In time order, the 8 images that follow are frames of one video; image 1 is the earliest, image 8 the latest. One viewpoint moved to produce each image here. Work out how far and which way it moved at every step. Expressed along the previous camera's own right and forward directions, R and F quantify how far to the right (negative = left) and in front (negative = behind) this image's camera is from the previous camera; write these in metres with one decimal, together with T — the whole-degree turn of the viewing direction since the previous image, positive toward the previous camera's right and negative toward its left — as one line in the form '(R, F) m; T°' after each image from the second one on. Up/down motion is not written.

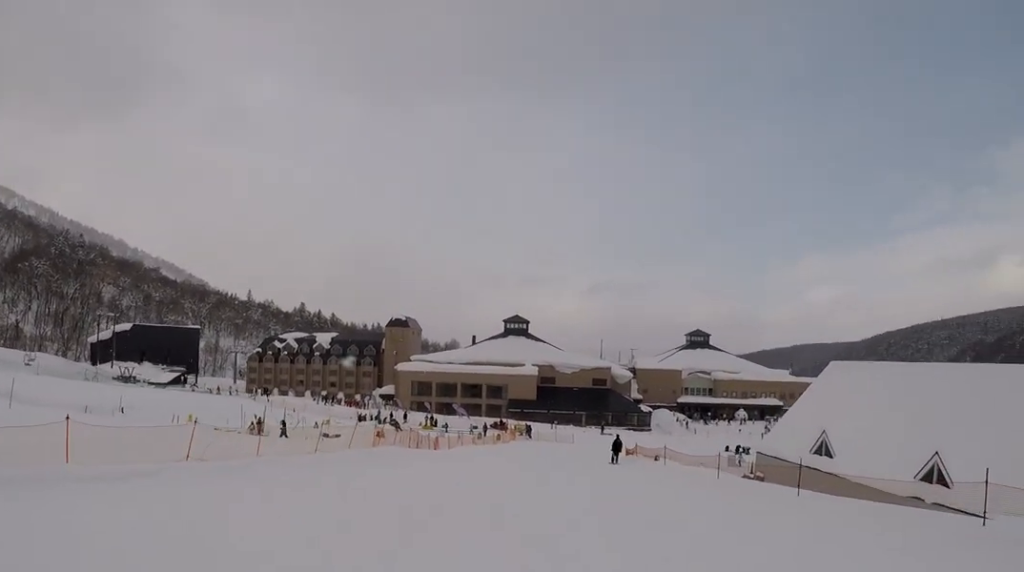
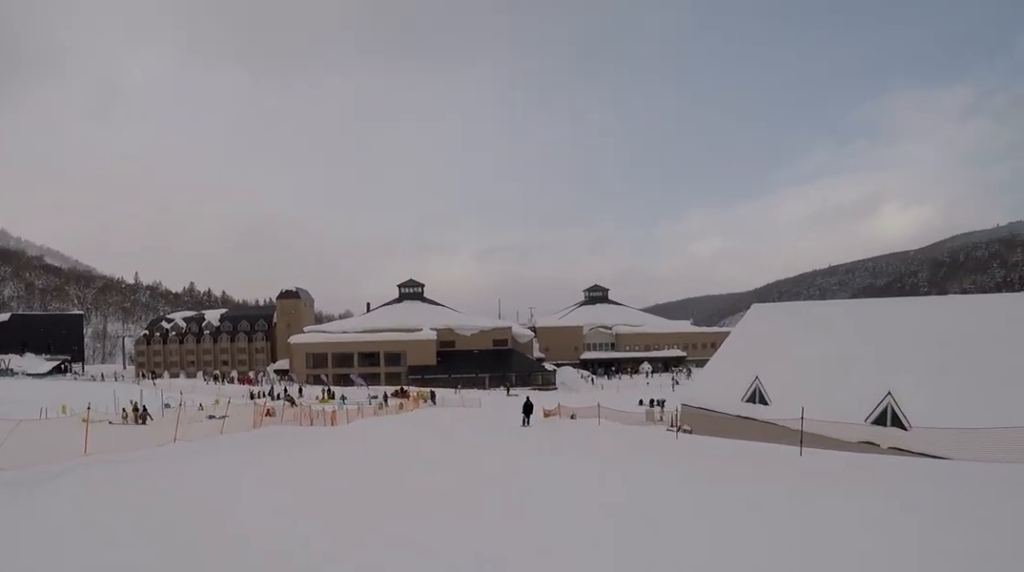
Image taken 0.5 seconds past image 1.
(0.0, +4.8) m; +1°
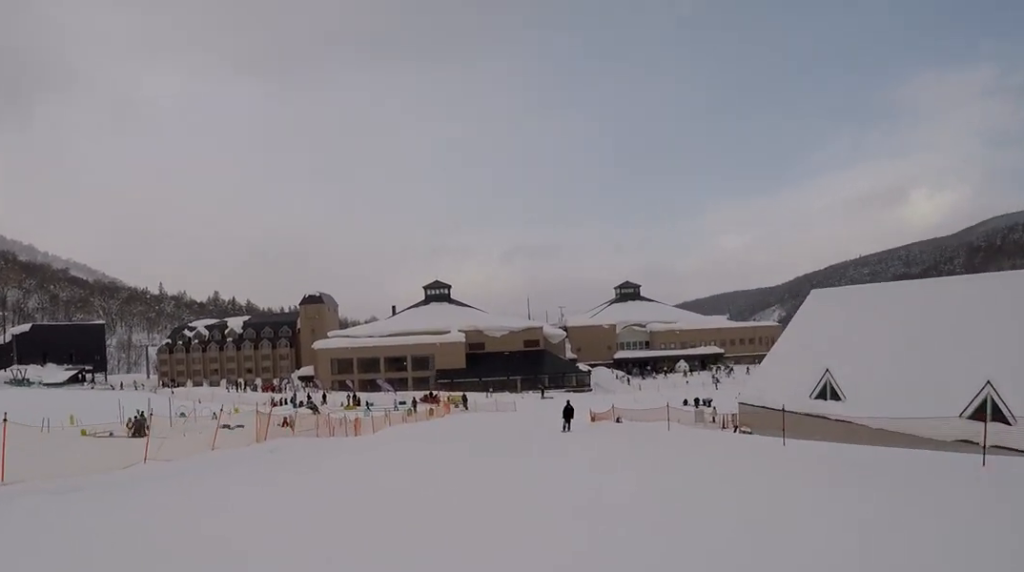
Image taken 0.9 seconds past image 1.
(-0.1, +4.1) m; +2°
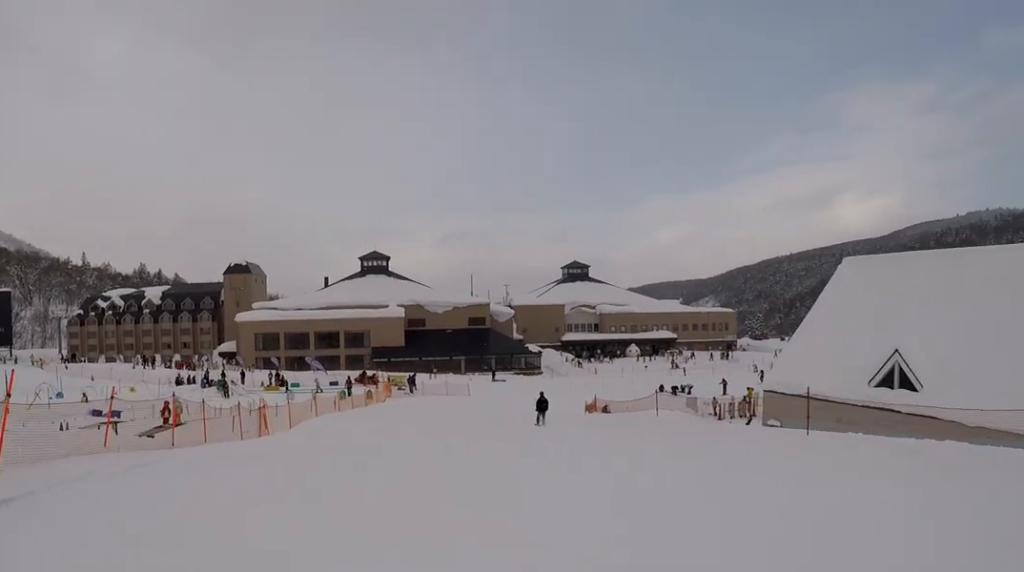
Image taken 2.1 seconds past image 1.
(+0.7, +11.0) m; +8°
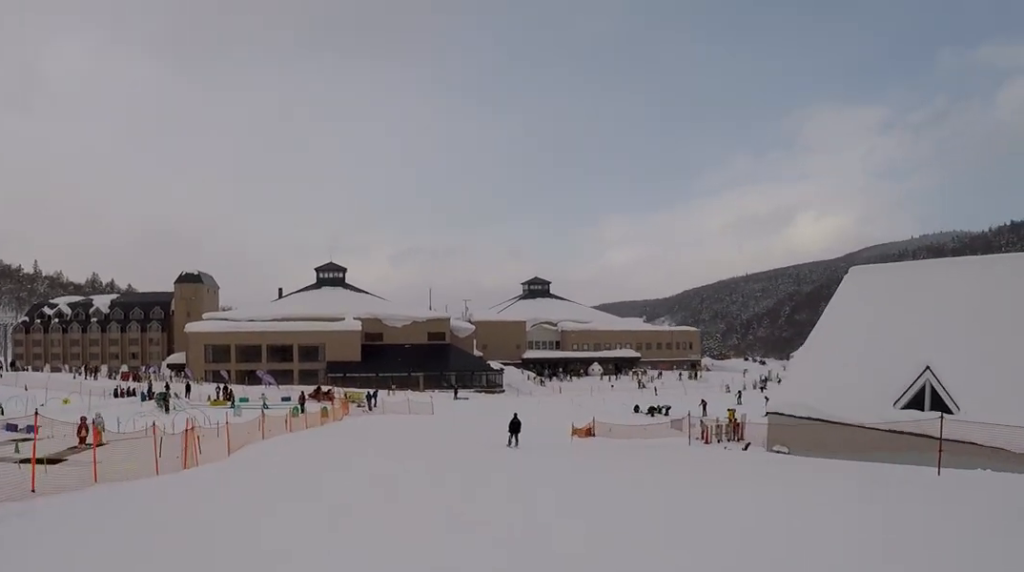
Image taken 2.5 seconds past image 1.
(+0.2, +4.2) m; +3°
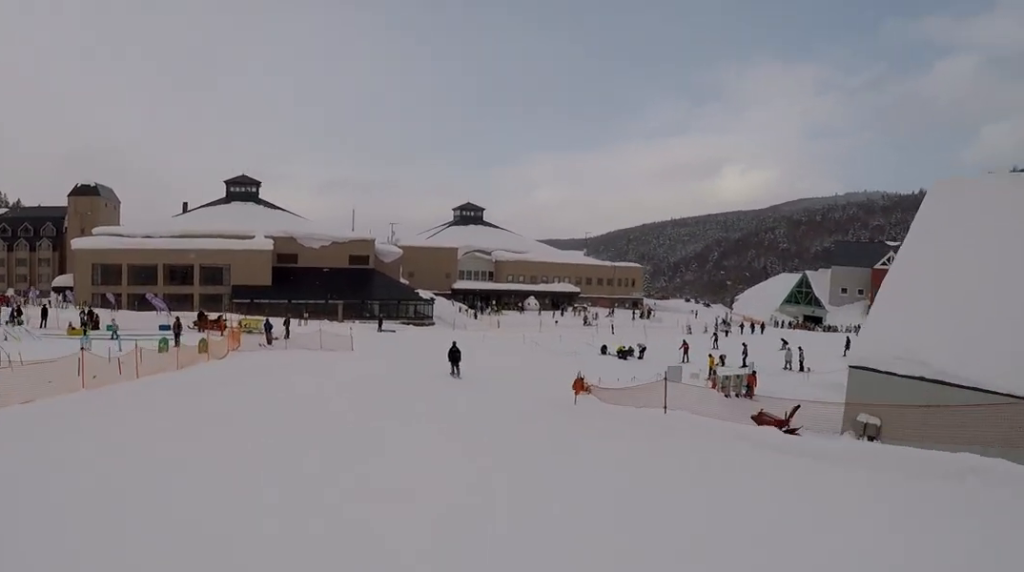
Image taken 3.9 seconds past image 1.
(+0.9, +11.6) m; +6°
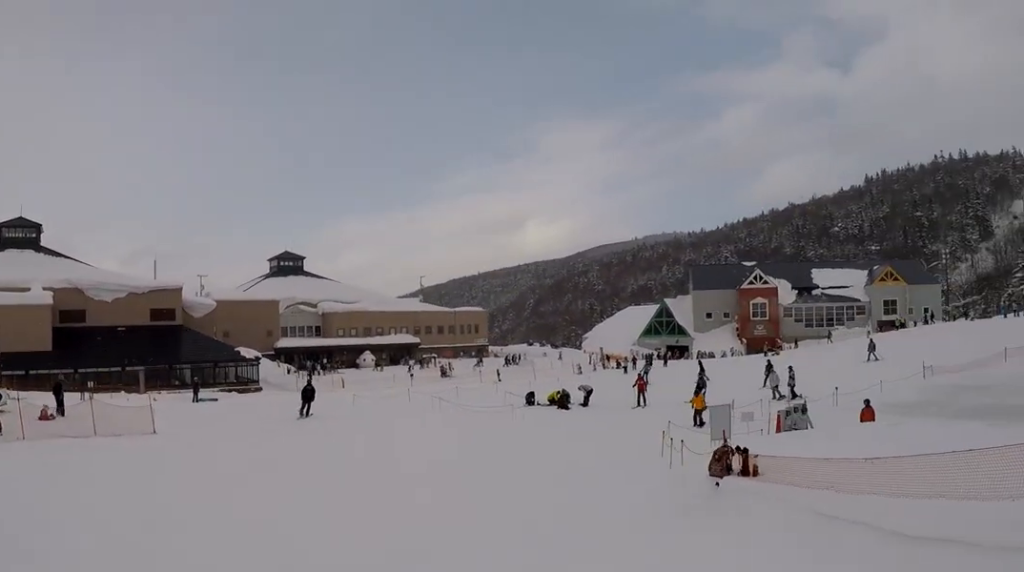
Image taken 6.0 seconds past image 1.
(+1.3, +15.5) m; +22°
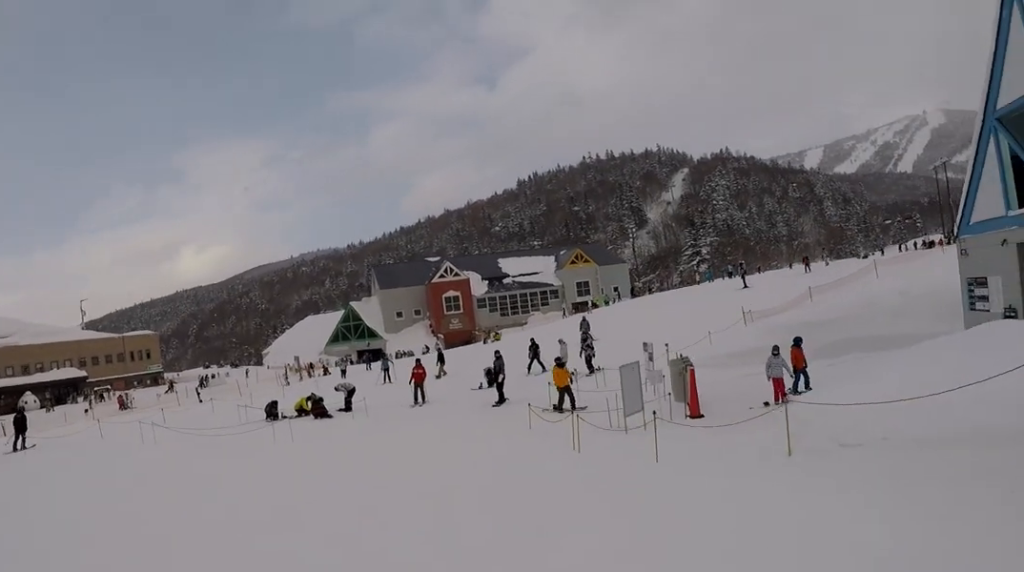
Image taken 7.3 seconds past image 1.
(+1.9, +7.5) m; +18°
